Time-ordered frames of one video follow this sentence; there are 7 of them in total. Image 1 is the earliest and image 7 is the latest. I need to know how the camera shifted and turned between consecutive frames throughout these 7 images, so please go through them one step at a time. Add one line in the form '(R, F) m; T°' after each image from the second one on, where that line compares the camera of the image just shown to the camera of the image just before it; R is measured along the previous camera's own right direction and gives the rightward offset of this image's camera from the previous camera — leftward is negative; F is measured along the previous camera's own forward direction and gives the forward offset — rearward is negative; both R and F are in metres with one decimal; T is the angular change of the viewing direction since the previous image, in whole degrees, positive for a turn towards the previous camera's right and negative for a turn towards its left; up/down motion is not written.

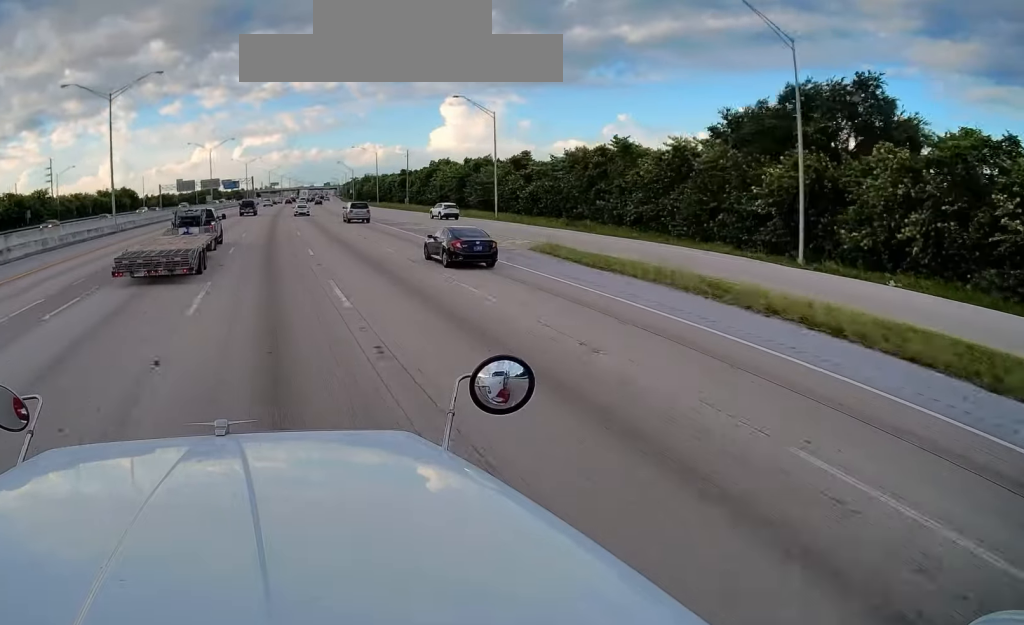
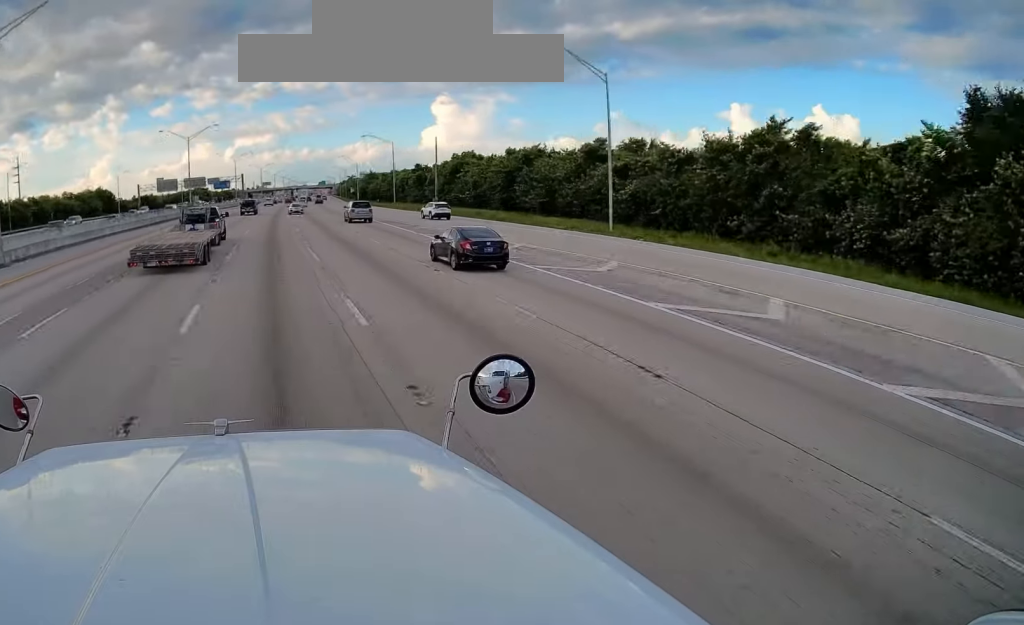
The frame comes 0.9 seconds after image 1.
(+0.6, +27.8) m; +1°
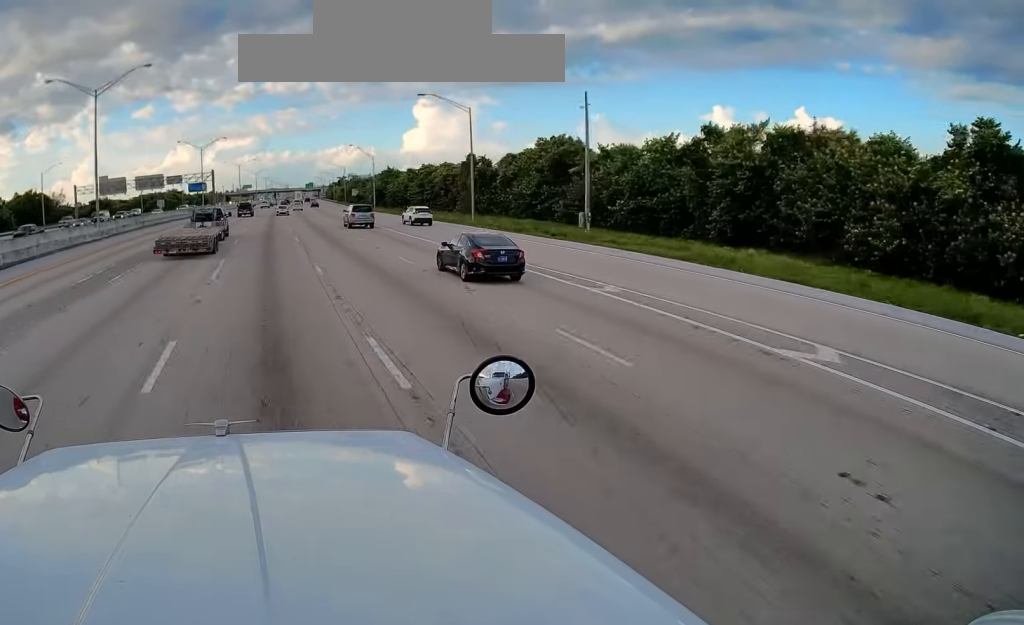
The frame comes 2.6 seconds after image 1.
(+0.5, +55.3) m; +2°
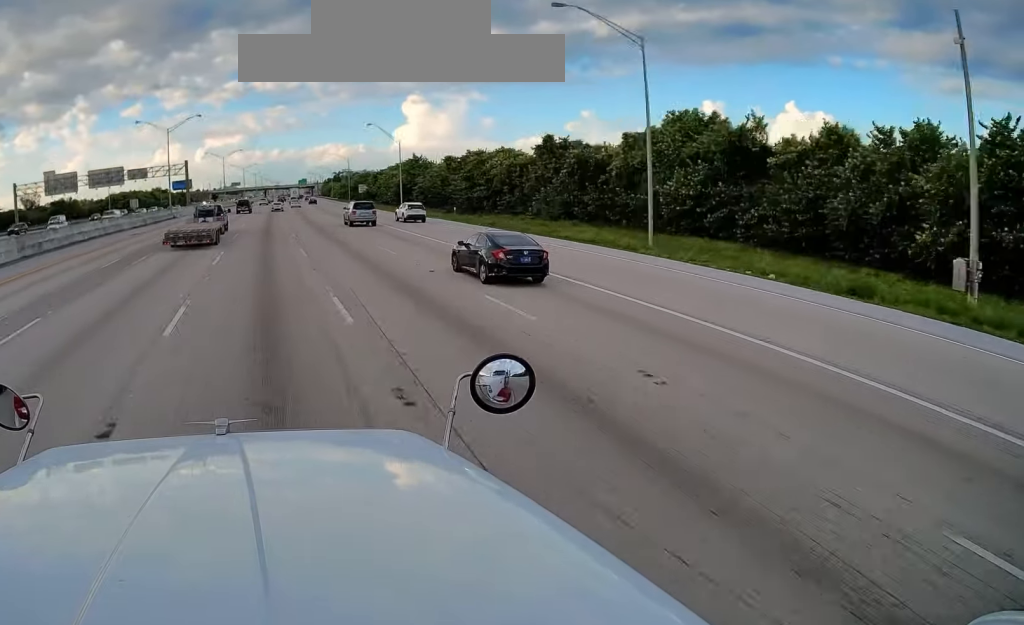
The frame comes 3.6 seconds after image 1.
(+0.4, +36.1) m; +1°
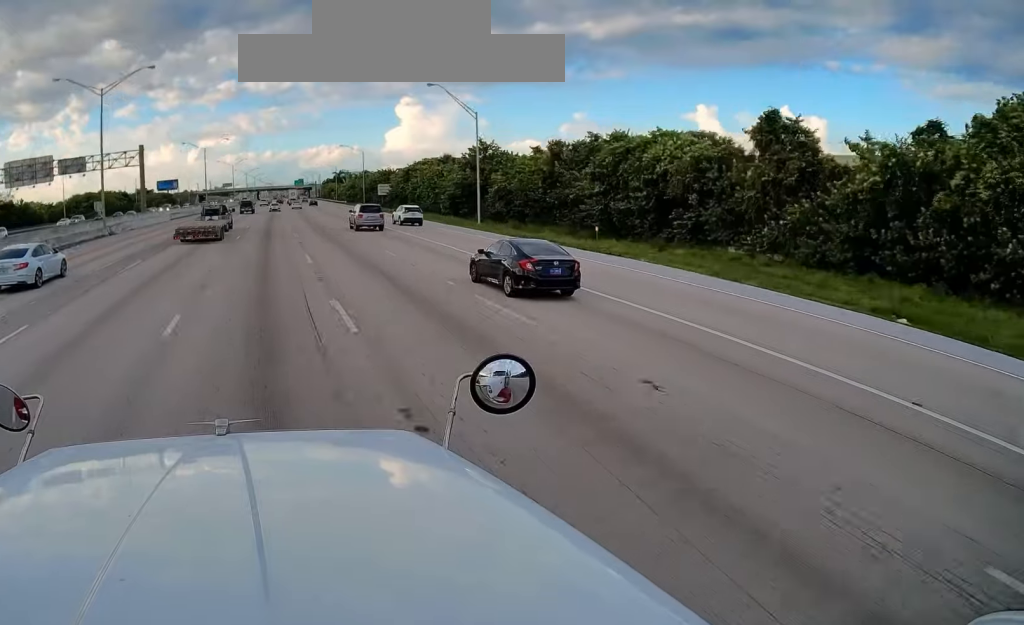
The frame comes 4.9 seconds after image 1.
(+0.4, +45.3) m; +1°
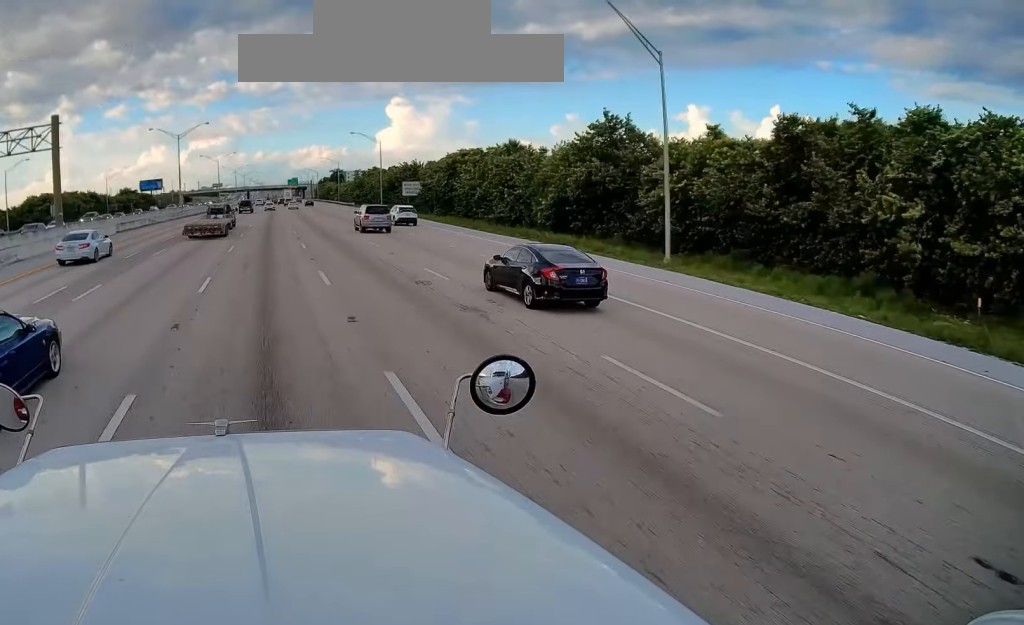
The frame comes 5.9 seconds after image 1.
(+0.4, +30.8) m; +1°
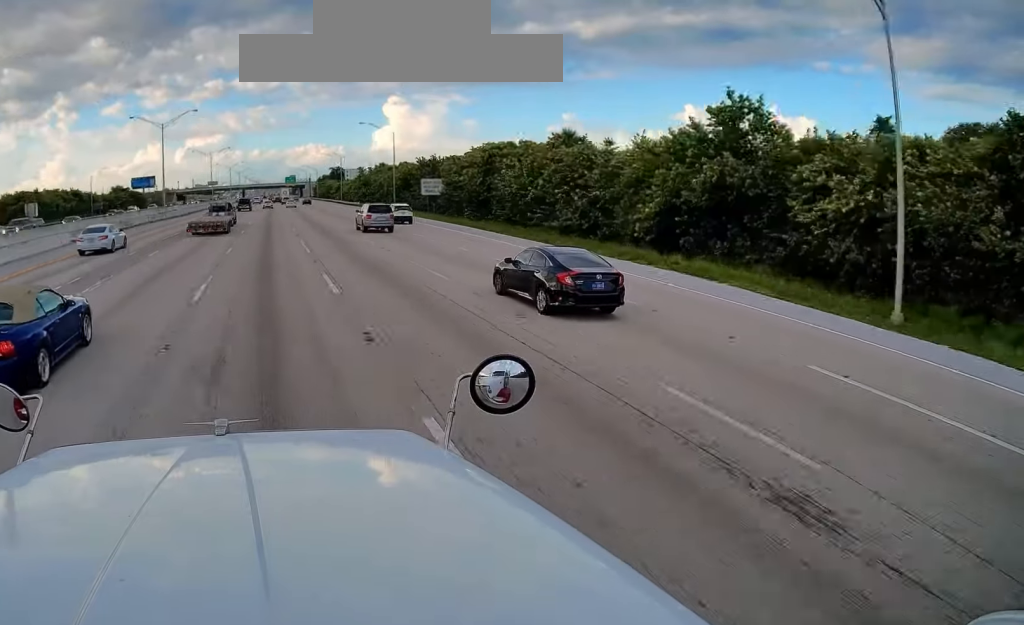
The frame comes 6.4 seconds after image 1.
(+0.2, +15.8) m; 0°
